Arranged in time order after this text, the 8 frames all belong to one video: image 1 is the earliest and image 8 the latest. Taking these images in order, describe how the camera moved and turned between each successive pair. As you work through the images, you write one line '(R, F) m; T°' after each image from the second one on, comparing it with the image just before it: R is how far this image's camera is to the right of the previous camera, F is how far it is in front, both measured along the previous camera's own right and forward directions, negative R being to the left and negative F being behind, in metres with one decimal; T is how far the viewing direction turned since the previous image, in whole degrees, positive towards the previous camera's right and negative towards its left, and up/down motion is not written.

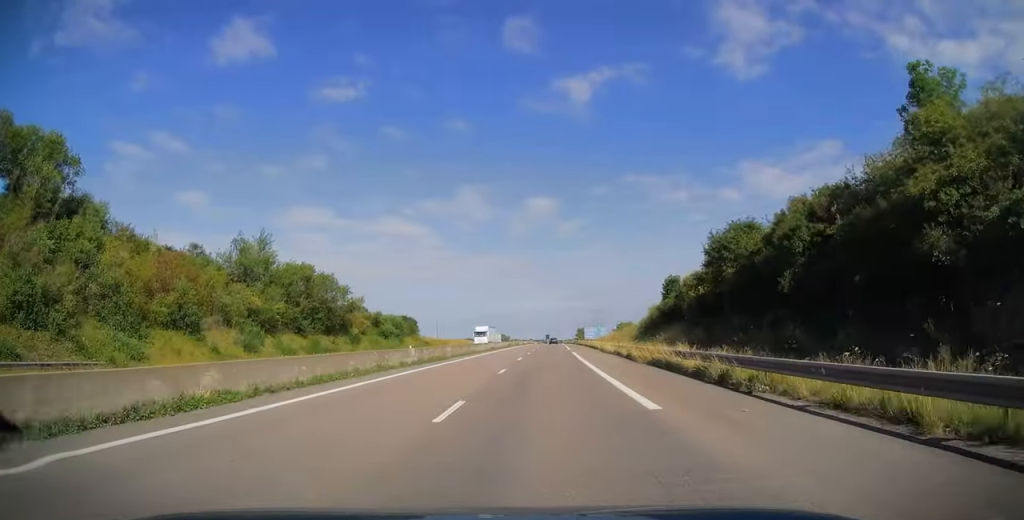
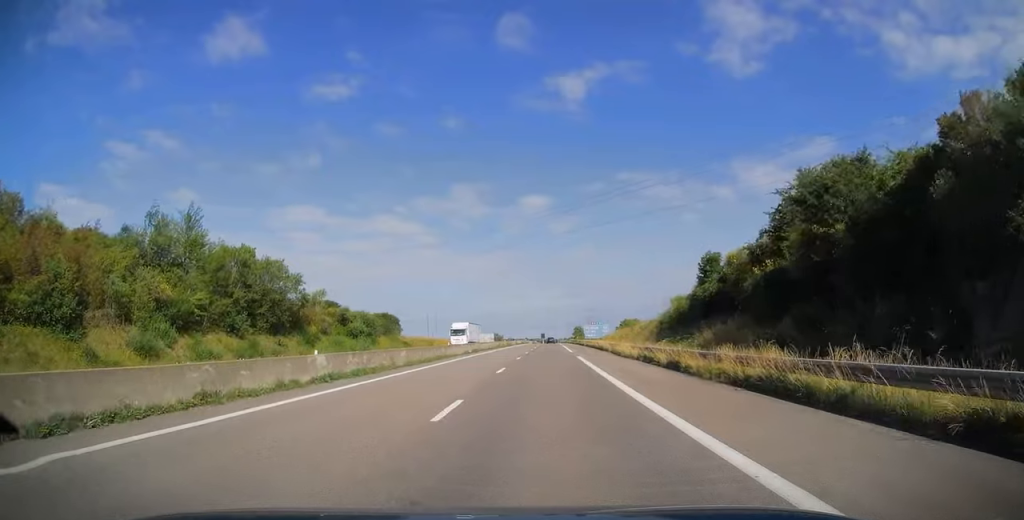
(+0.1, +12.7) m; 0°
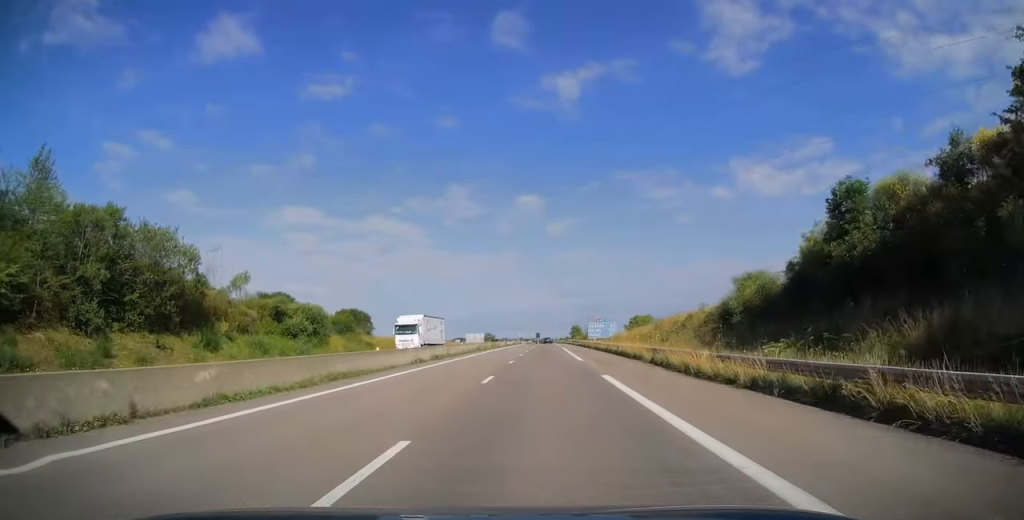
(+0.1, +17.6) m; 0°
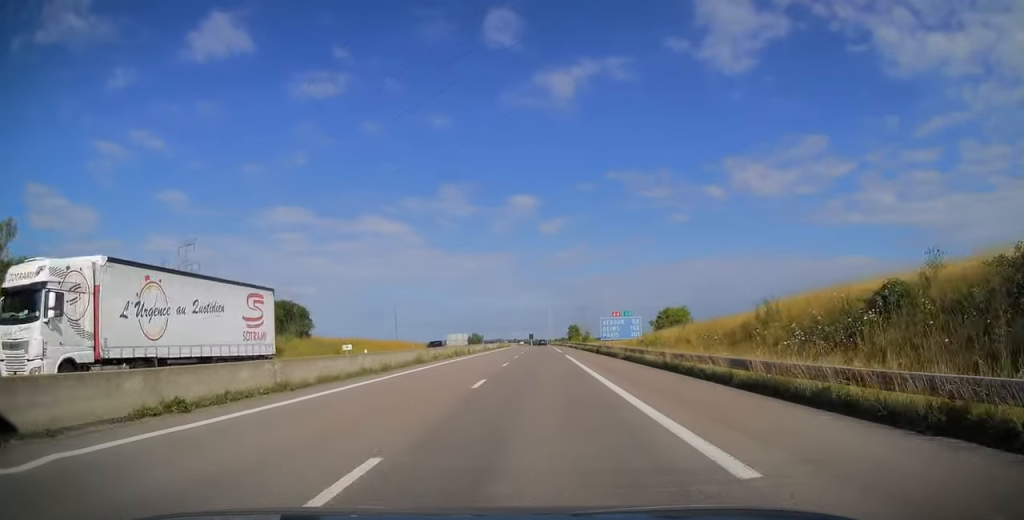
(0.0, +26.4) m; 0°
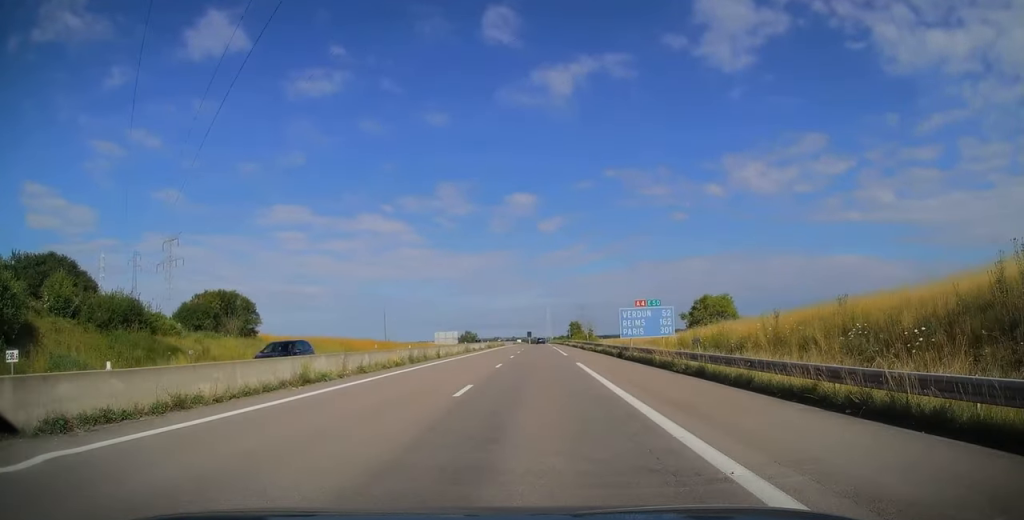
(0.0, +15.6) m; 0°
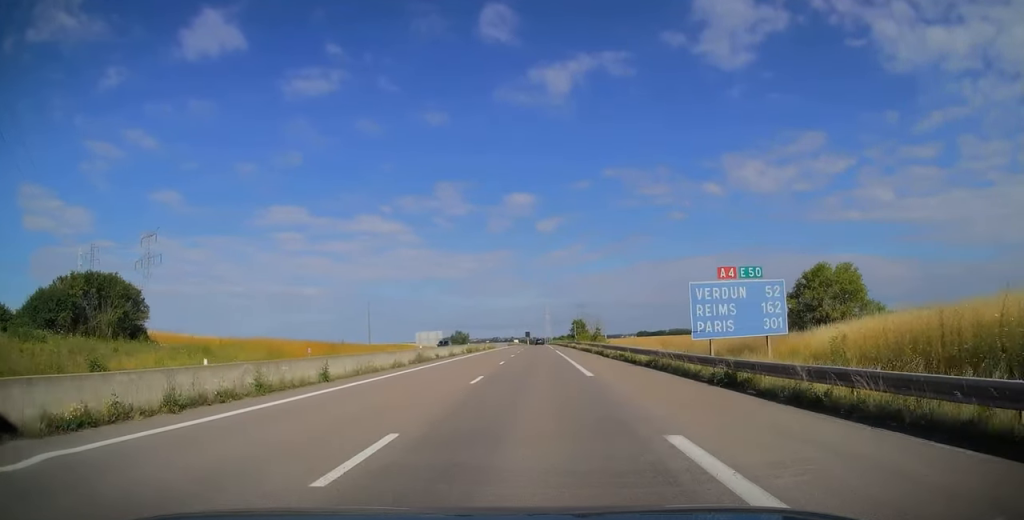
(+0.3, +21.1) m; 0°
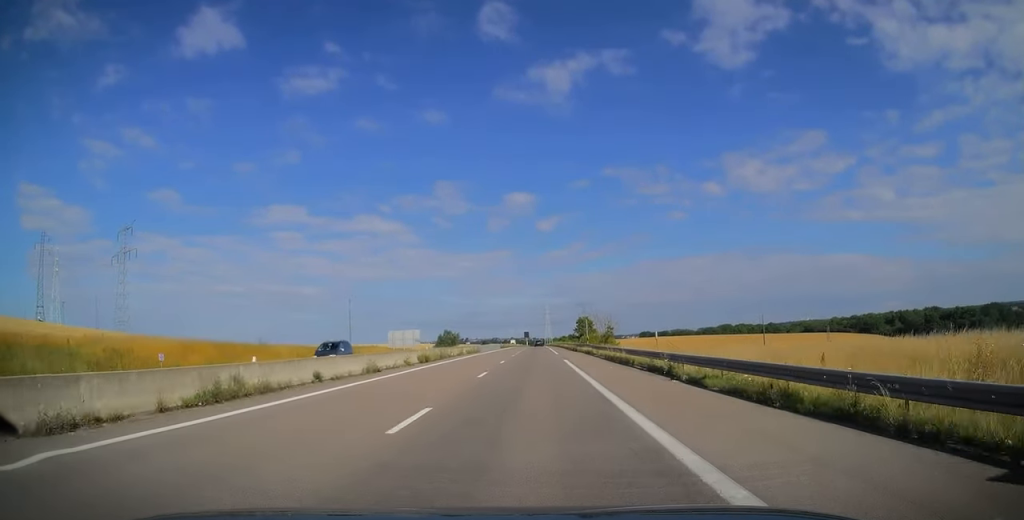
(-0.2, +22.0) m; 0°
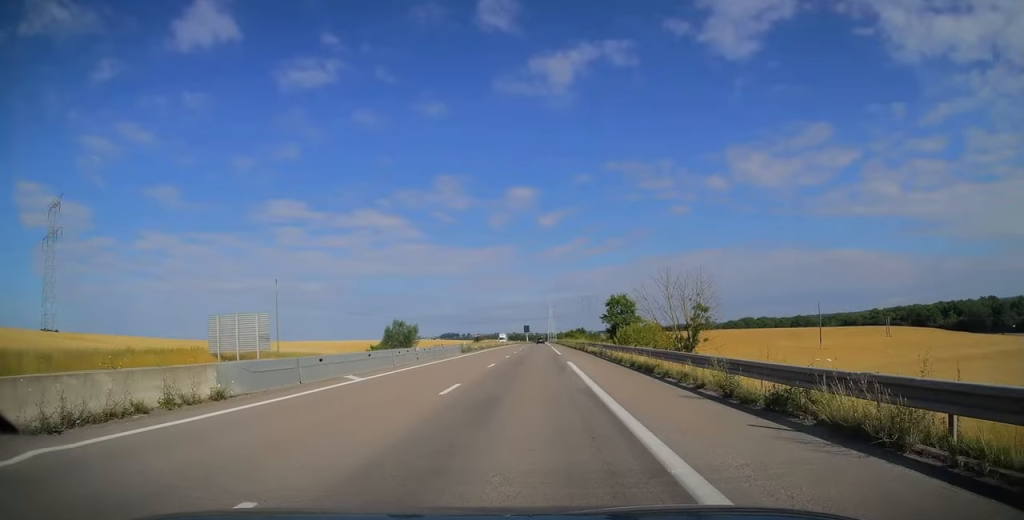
(-0.1, +57.9) m; 0°
